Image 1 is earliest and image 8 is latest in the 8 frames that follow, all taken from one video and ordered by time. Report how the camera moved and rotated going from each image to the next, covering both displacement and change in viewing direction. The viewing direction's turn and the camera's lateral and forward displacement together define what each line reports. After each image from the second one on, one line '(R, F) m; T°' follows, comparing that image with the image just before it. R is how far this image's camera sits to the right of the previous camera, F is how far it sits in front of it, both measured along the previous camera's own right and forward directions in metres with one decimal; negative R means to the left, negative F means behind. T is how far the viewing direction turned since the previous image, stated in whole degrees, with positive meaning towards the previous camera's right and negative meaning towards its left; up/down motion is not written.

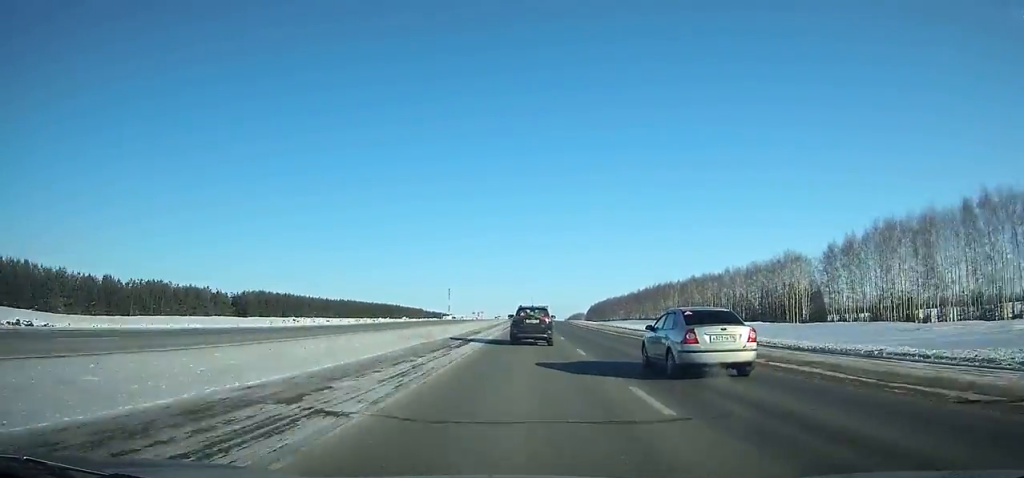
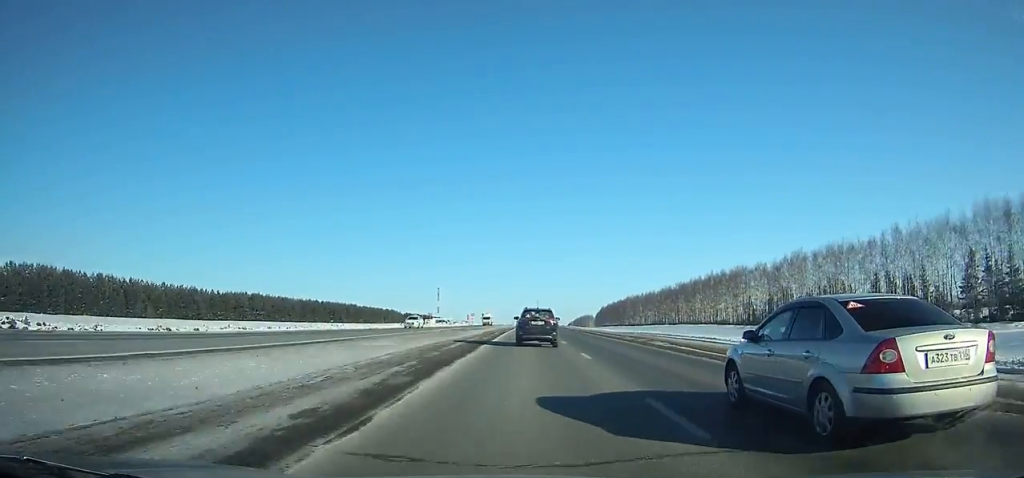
(-0.1, +95.8) m; 0°
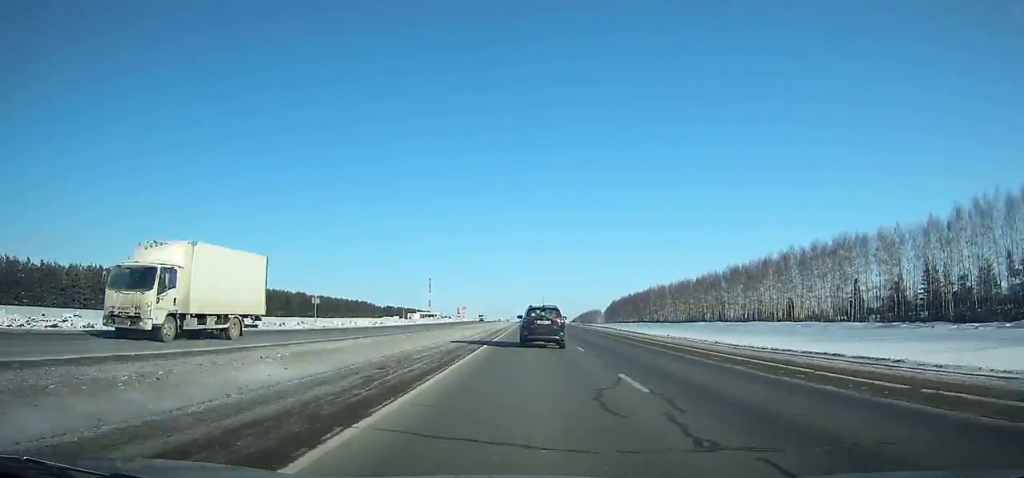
(-0.3, +64.8) m; 0°
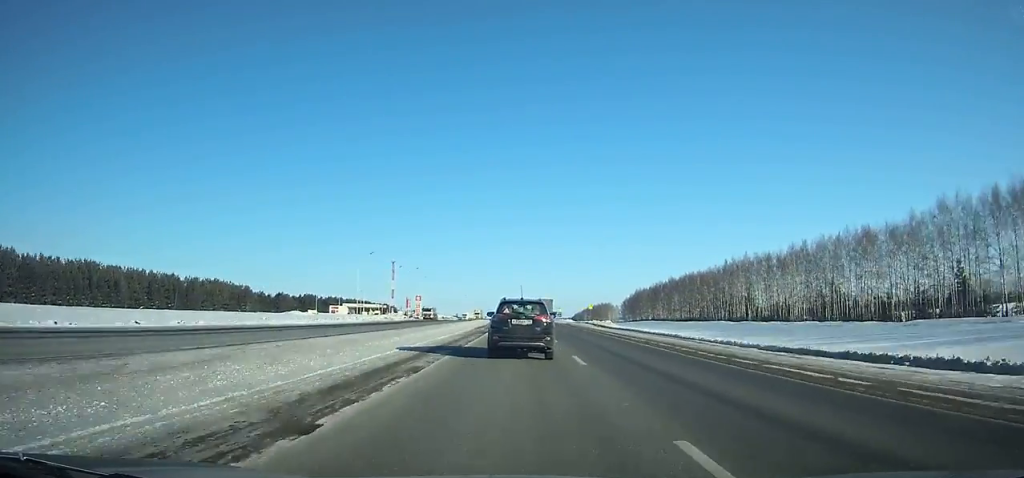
(-0.1, +132.7) m; 0°
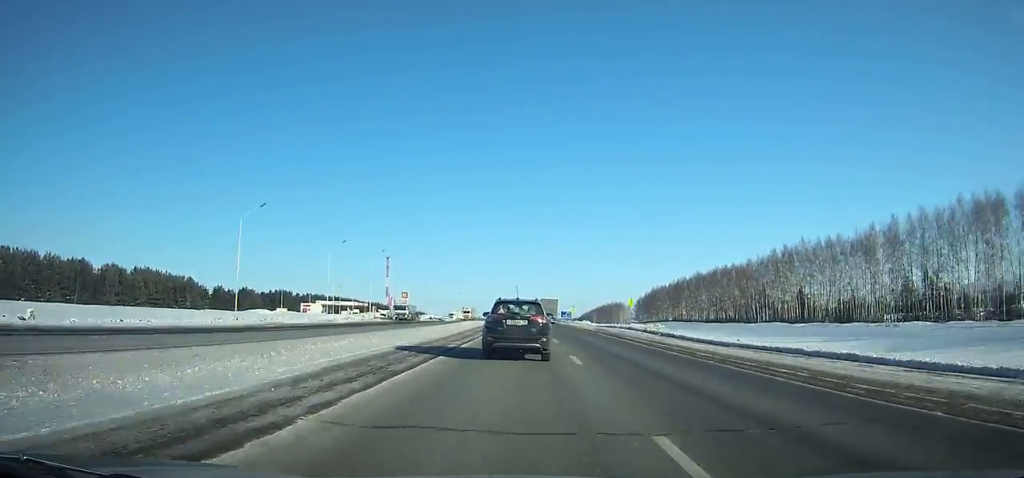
(+0.1, +35.2) m; 0°
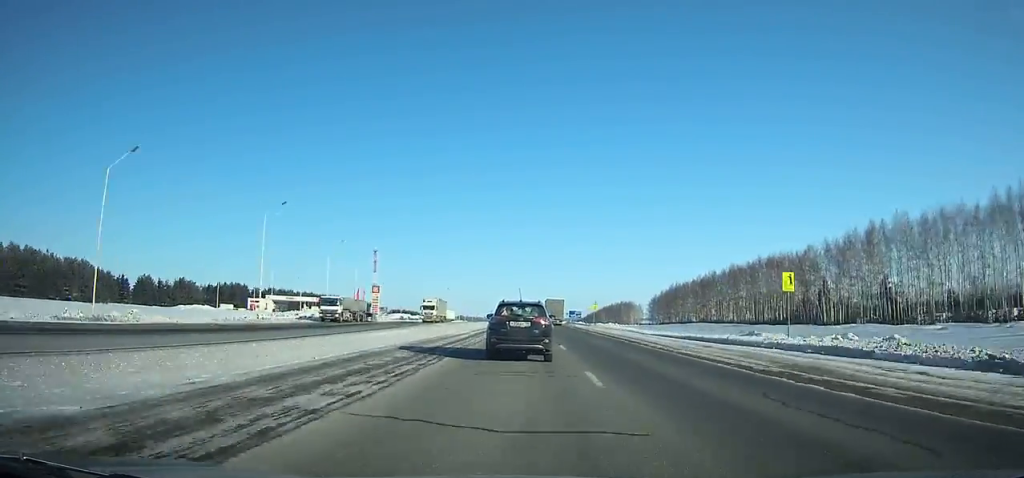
(0.0, +43.1) m; 0°
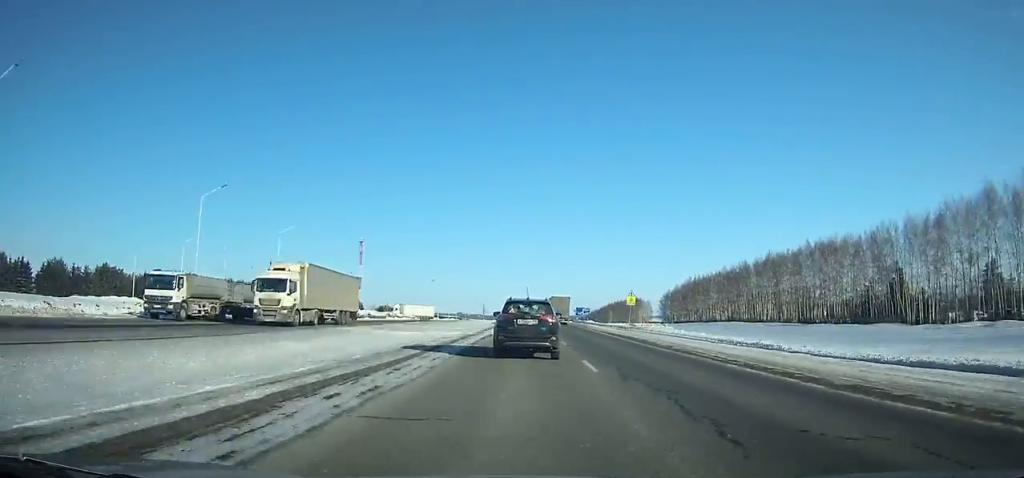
(0.0, +35.0) m; 0°
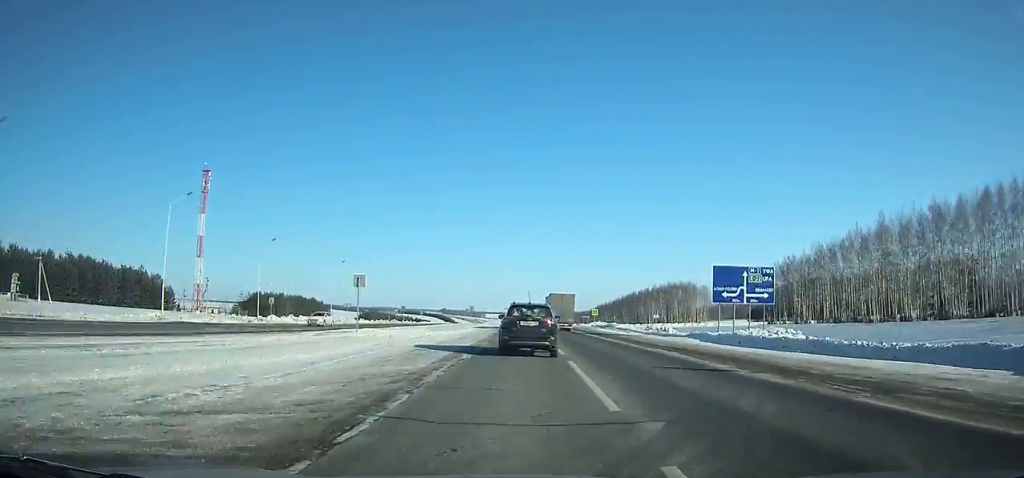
(+0.5, +173.1) m; +1°
